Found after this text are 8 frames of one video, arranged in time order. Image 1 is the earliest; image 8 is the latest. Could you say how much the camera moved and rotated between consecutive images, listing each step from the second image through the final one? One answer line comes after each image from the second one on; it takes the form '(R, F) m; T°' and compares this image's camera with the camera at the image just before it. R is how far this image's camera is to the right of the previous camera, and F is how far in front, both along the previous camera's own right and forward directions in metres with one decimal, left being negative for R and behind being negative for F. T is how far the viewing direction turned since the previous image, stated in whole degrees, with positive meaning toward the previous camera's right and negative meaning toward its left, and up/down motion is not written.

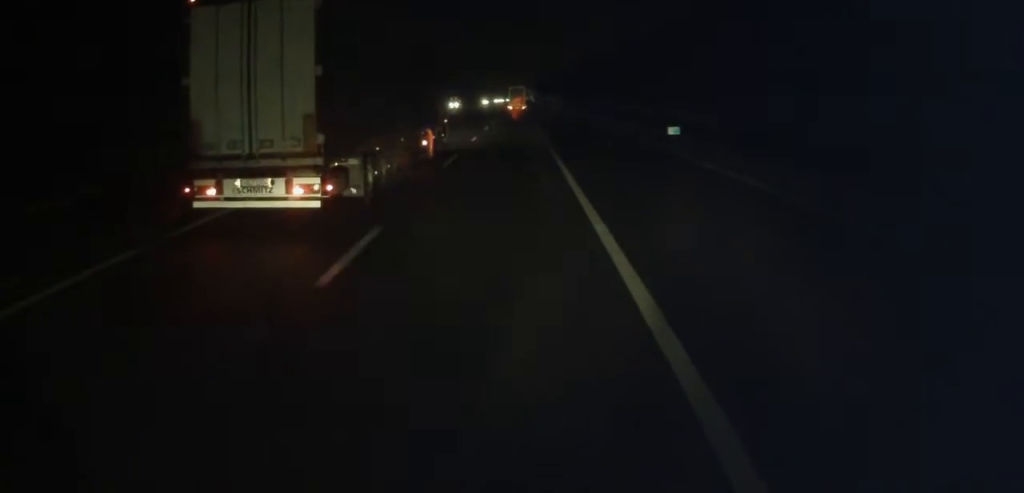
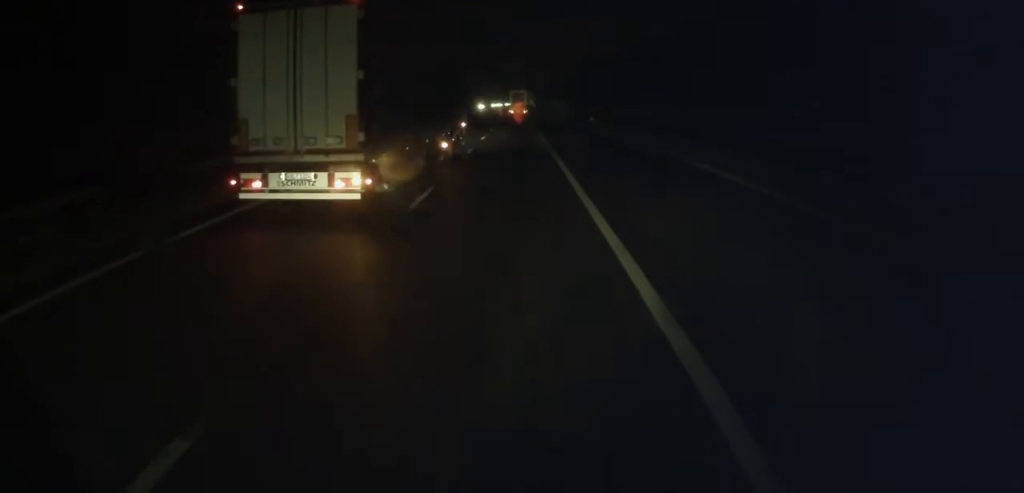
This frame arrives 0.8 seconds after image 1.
(-0.1, +18.6) m; 0°
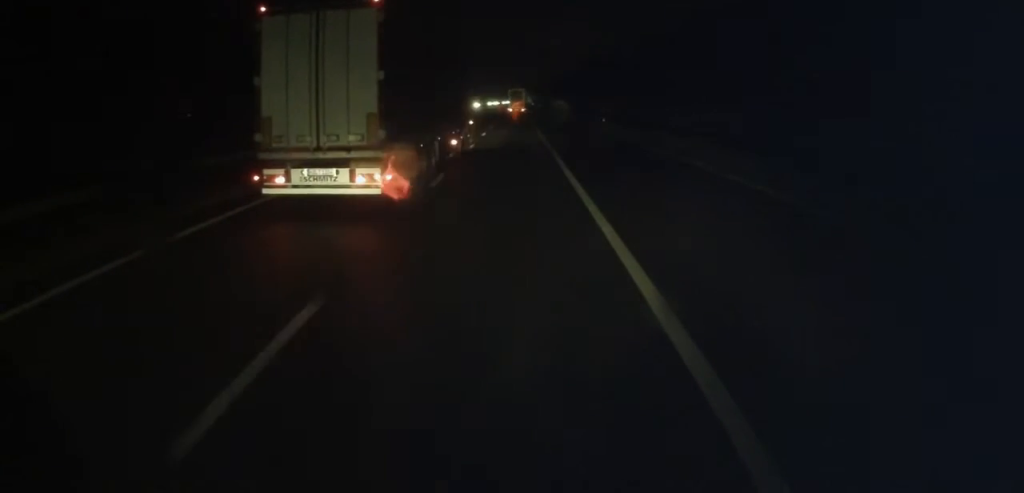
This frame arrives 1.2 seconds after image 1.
(-0.1, +9.3) m; 0°
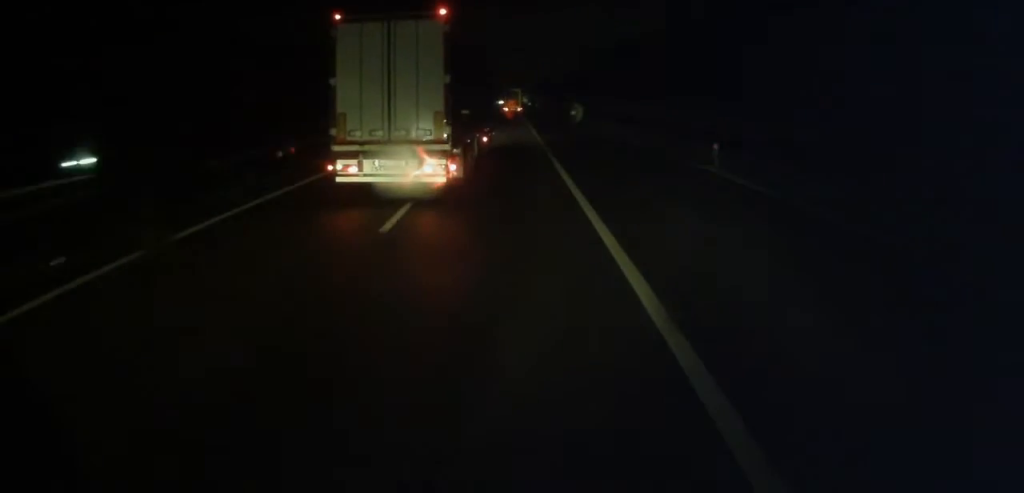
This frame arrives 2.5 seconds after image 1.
(+0.2, +29.4) m; +1°
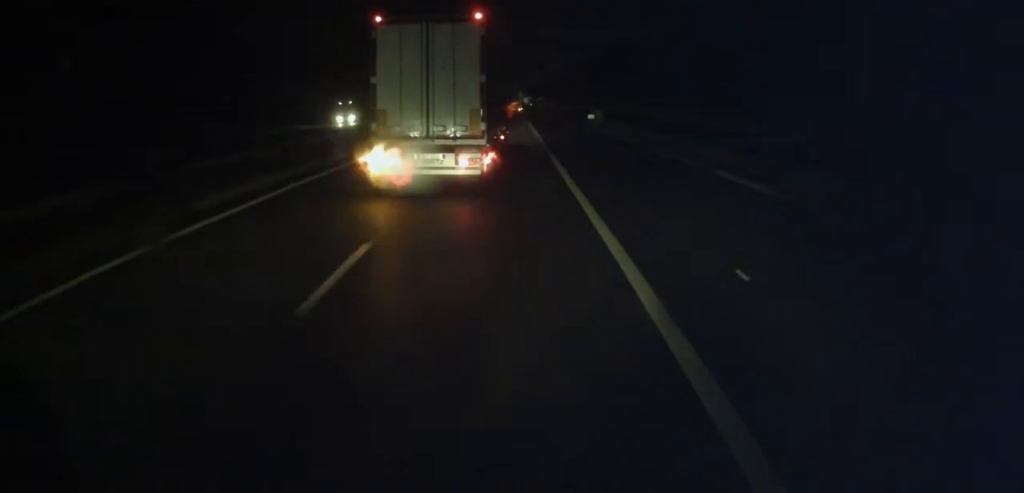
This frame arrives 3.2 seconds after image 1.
(0.0, +16.2) m; 0°
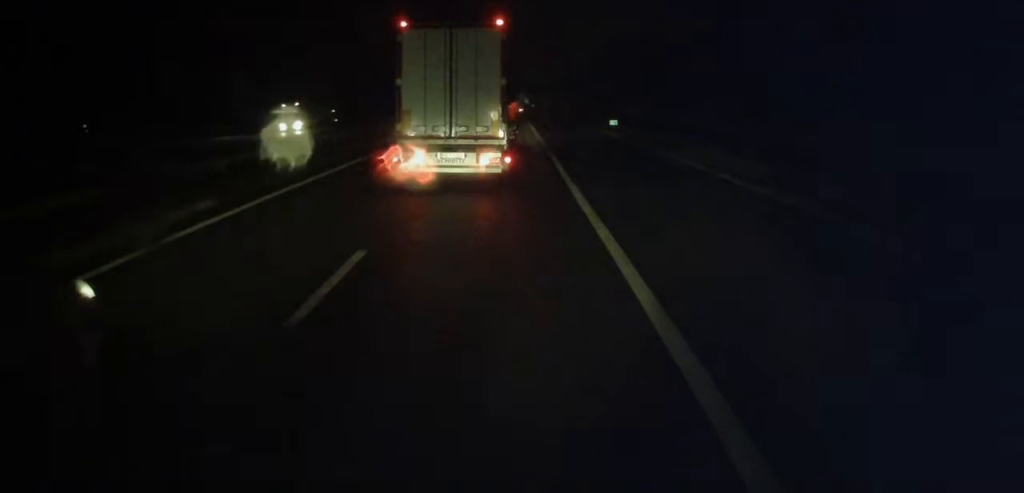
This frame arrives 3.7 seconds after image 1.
(+0.1, +12.4) m; 0°
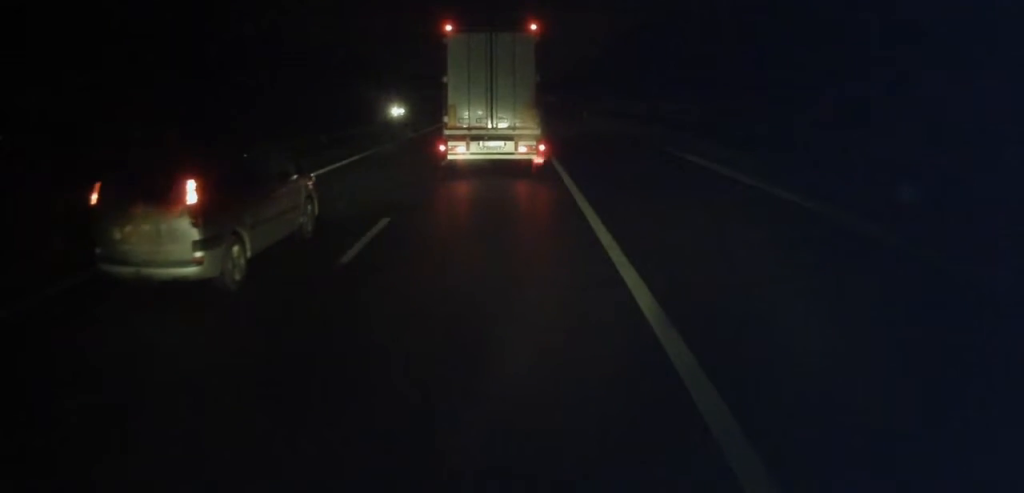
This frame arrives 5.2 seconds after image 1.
(+0.2, +34.0) m; 0°
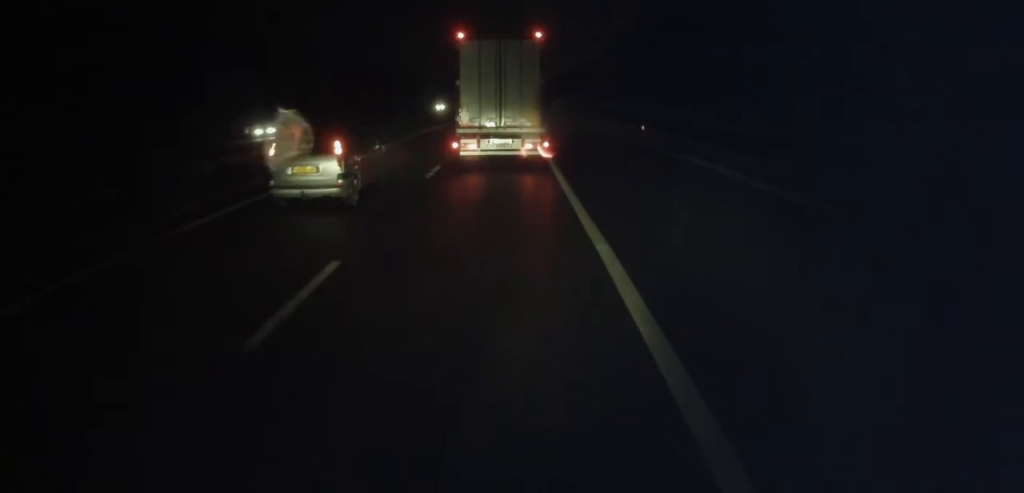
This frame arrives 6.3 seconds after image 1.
(-0.3, +27.0) m; 0°
